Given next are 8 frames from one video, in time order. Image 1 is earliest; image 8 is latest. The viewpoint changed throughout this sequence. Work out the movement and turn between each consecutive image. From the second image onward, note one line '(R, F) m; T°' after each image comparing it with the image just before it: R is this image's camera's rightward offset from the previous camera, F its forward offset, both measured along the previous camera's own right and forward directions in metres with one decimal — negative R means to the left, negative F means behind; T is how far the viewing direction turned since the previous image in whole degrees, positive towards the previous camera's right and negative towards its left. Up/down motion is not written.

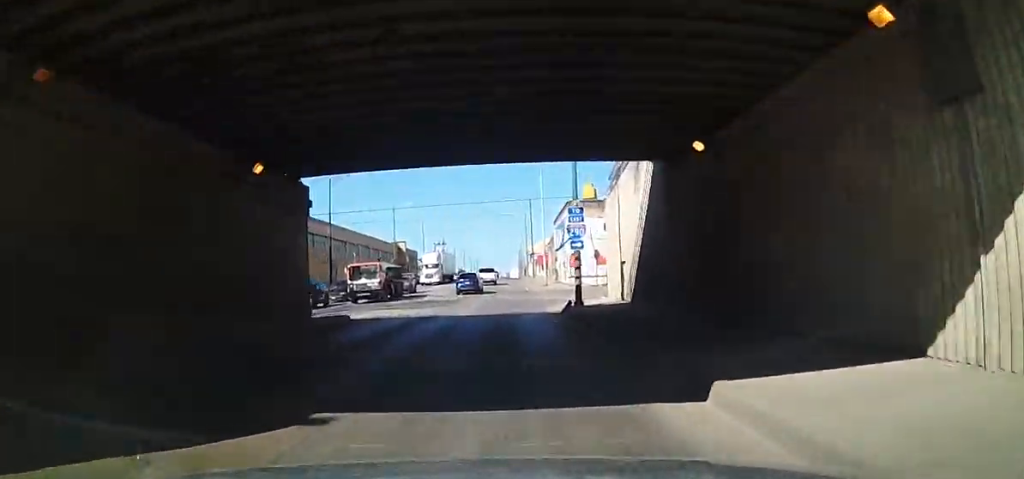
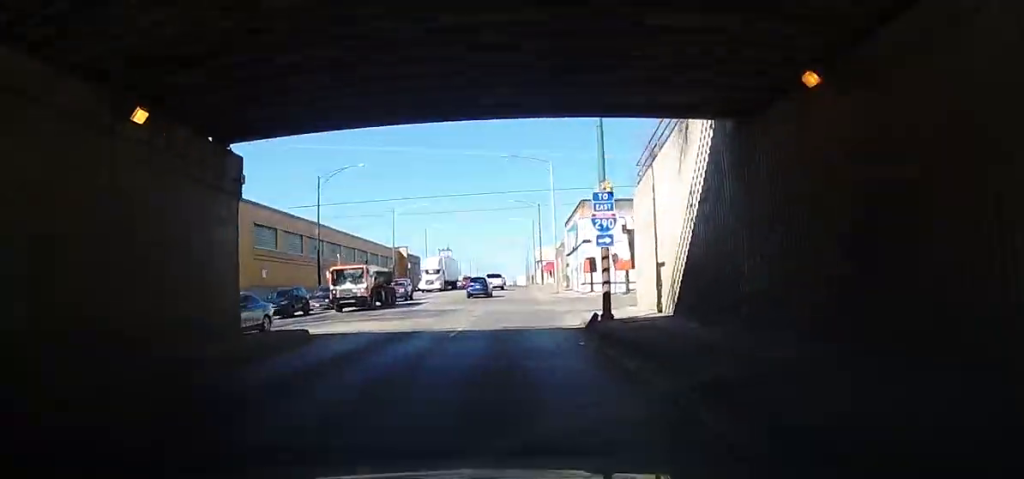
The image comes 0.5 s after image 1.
(0.0, +5.8) m; 0°
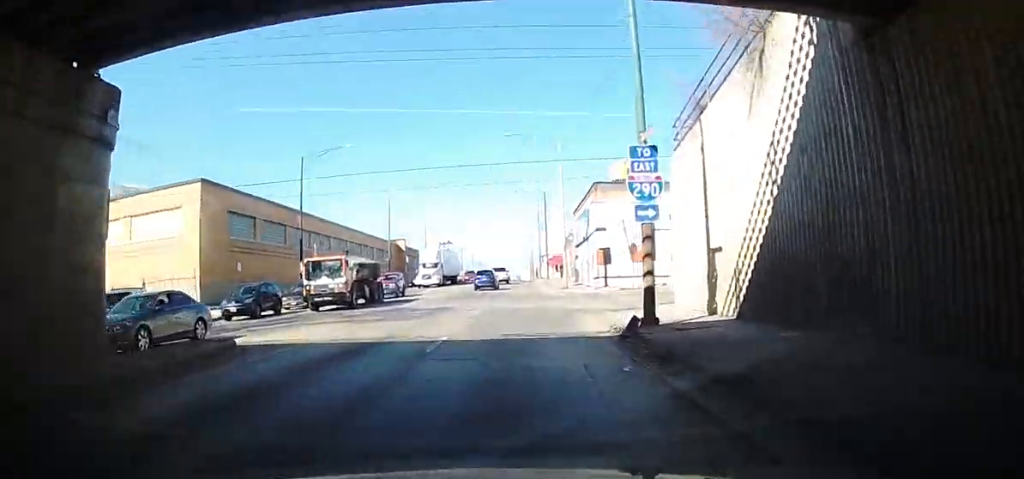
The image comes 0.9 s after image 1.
(0.0, +5.7) m; 0°
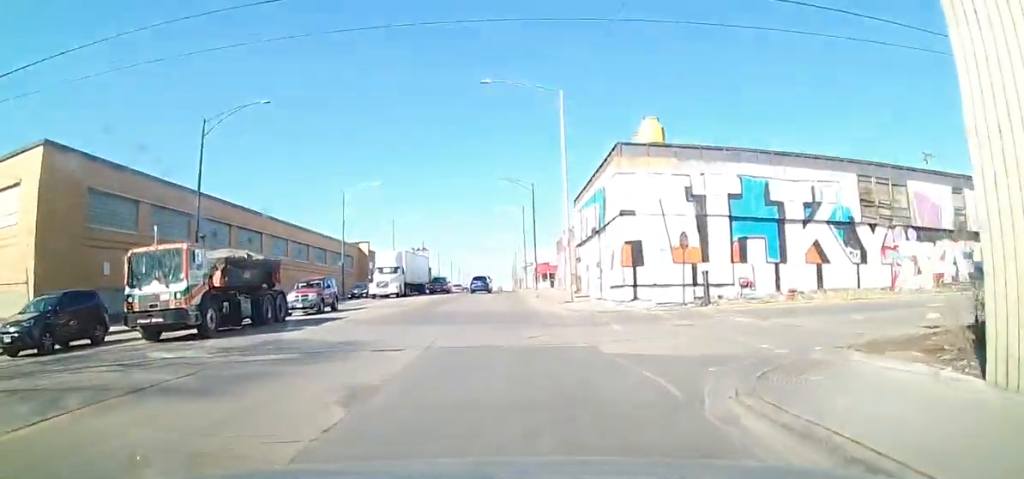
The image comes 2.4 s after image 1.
(0.0, +17.0) m; 0°
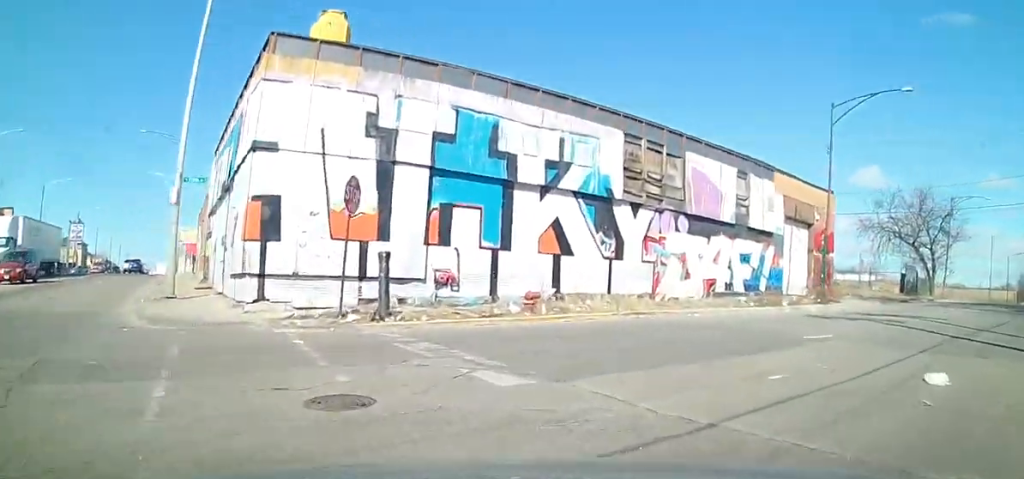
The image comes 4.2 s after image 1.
(+2.2, +13.0) m; +57°
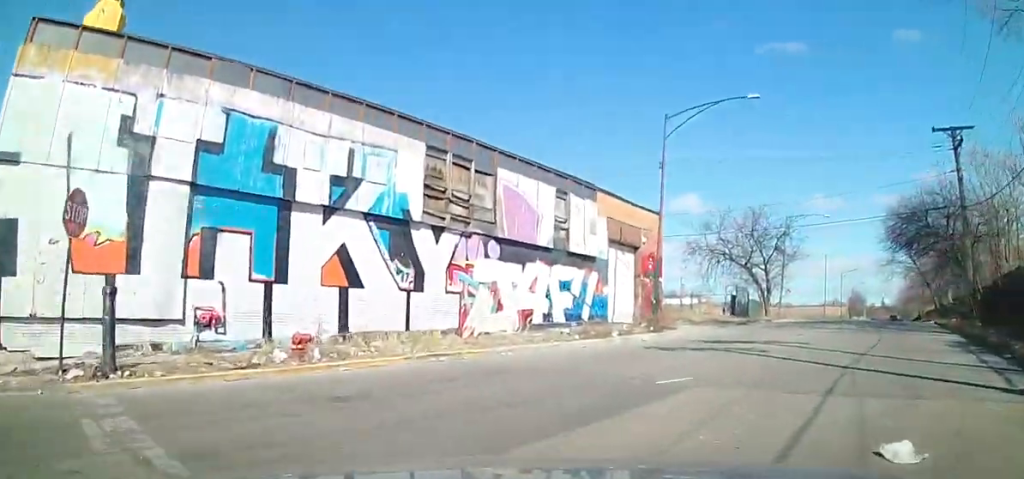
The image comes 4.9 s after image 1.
(+1.4, +2.8) m; +27°
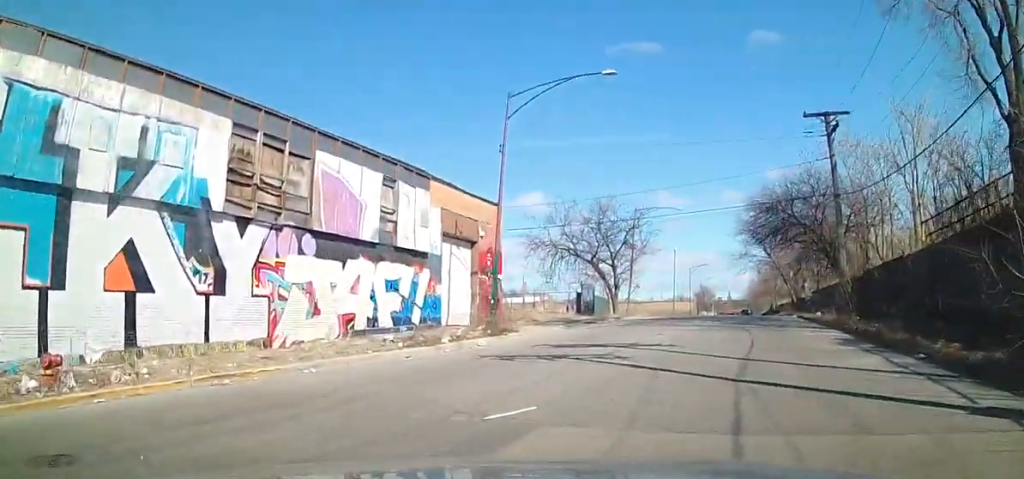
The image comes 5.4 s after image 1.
(+1.2, +3.1) m; +18°
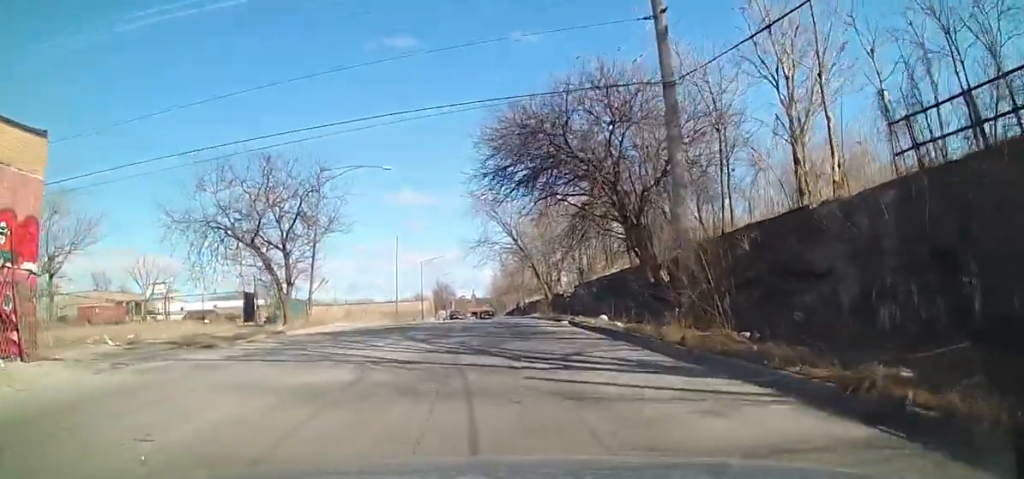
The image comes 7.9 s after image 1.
(-2.1, +17.4) m; -16°
